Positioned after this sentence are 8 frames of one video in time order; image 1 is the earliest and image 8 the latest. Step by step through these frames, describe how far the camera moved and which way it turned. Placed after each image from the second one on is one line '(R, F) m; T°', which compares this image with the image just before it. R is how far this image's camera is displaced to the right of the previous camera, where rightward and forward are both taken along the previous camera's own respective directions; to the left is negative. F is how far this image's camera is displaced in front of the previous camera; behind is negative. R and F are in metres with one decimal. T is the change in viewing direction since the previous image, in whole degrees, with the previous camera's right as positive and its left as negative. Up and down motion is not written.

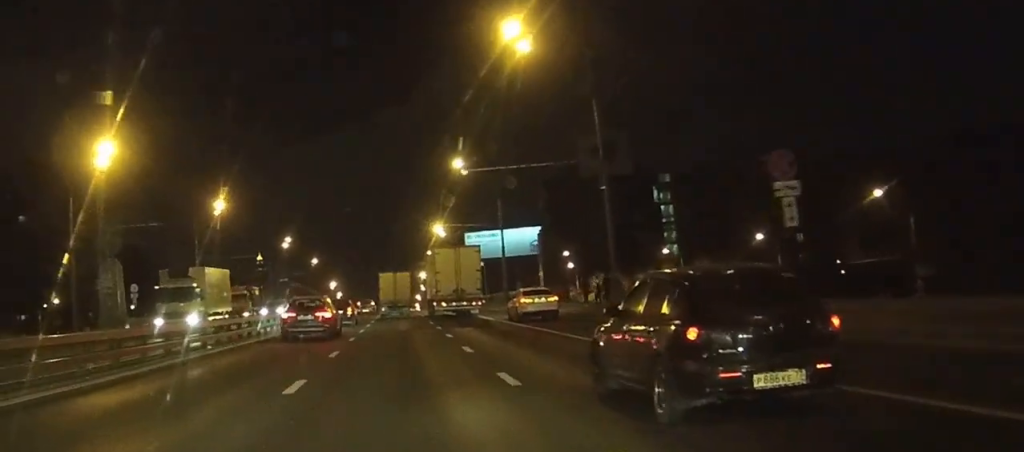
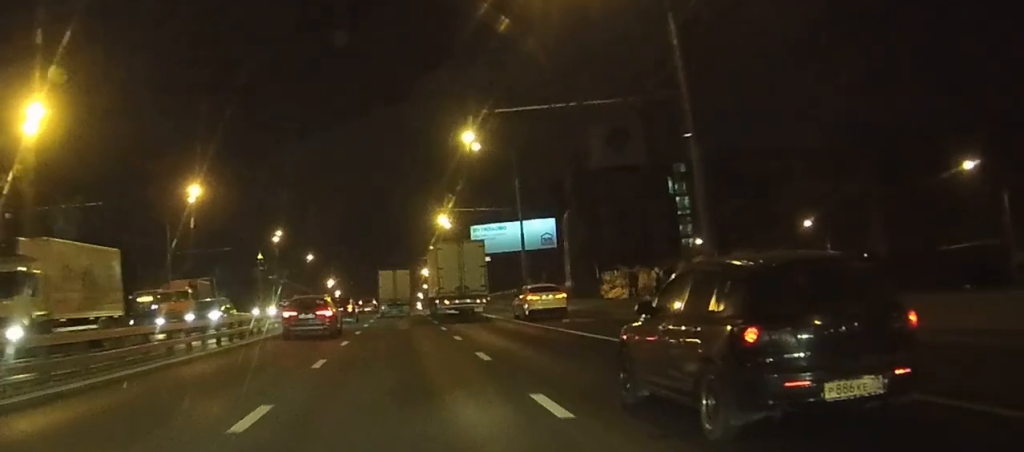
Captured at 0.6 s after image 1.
(0.0, +11.7) m; 0°
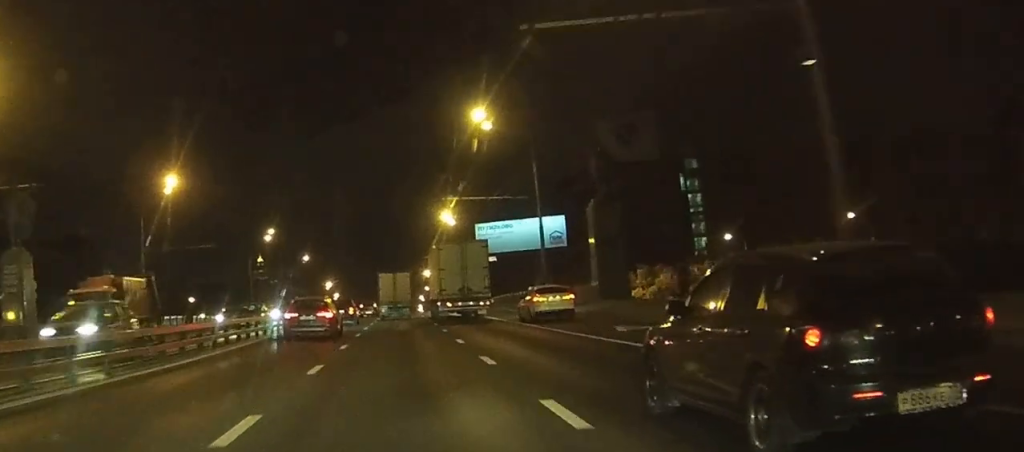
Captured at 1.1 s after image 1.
(0.0, +8.6) m; 0°
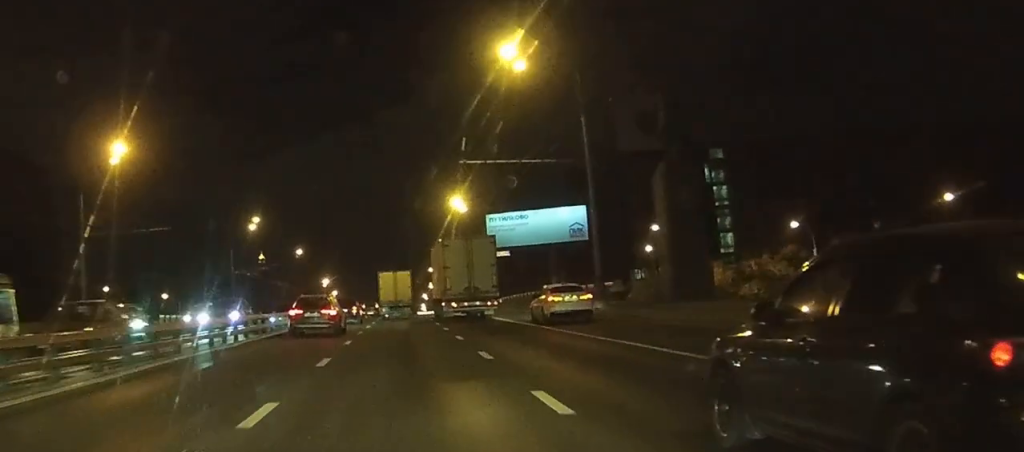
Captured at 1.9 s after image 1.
(0.0, +14.6) m; 0°
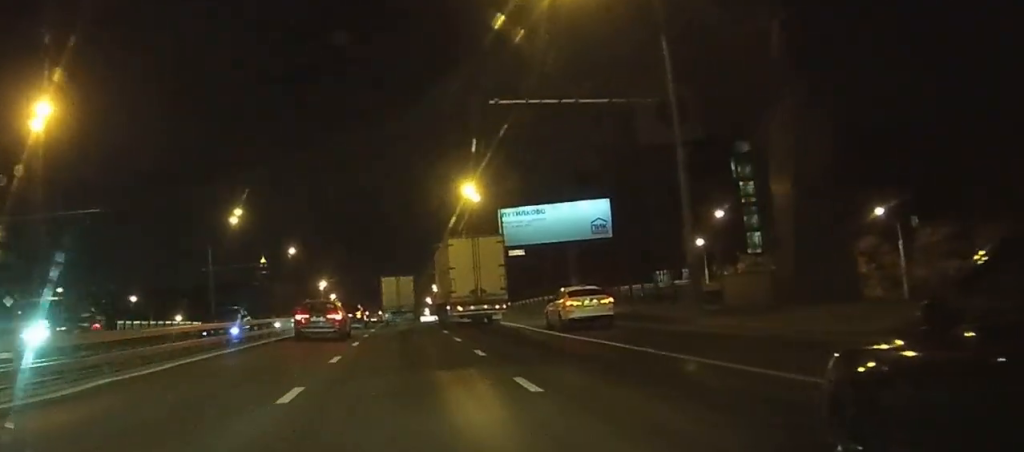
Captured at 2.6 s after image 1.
(0.0, +13.4) m; 0°
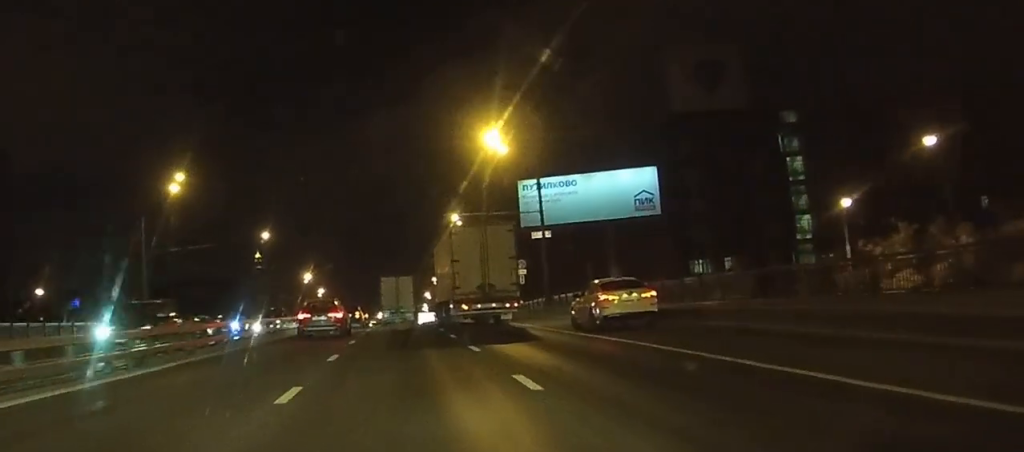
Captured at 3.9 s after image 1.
(0.0, +23.4) m; 0°
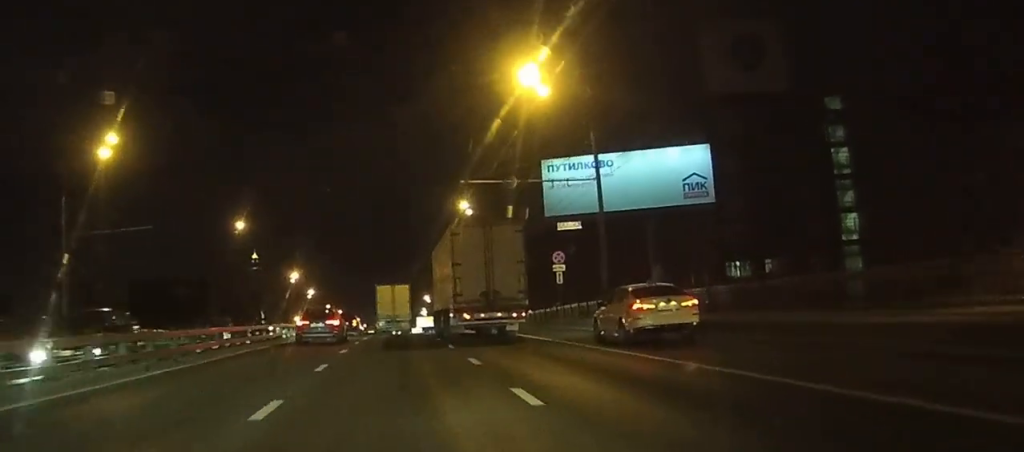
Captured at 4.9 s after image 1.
(0.0, +16.6) m; 0°
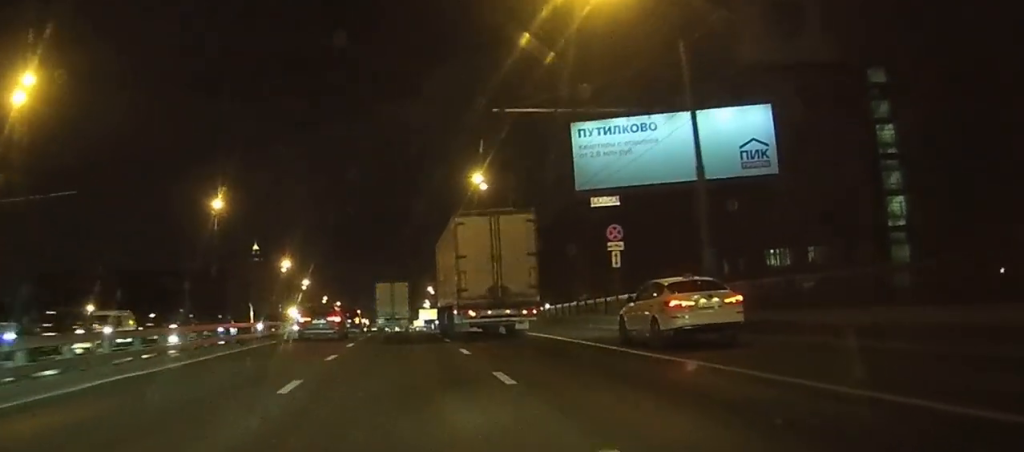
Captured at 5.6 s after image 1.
(0.0, +13.0) m; 0°
